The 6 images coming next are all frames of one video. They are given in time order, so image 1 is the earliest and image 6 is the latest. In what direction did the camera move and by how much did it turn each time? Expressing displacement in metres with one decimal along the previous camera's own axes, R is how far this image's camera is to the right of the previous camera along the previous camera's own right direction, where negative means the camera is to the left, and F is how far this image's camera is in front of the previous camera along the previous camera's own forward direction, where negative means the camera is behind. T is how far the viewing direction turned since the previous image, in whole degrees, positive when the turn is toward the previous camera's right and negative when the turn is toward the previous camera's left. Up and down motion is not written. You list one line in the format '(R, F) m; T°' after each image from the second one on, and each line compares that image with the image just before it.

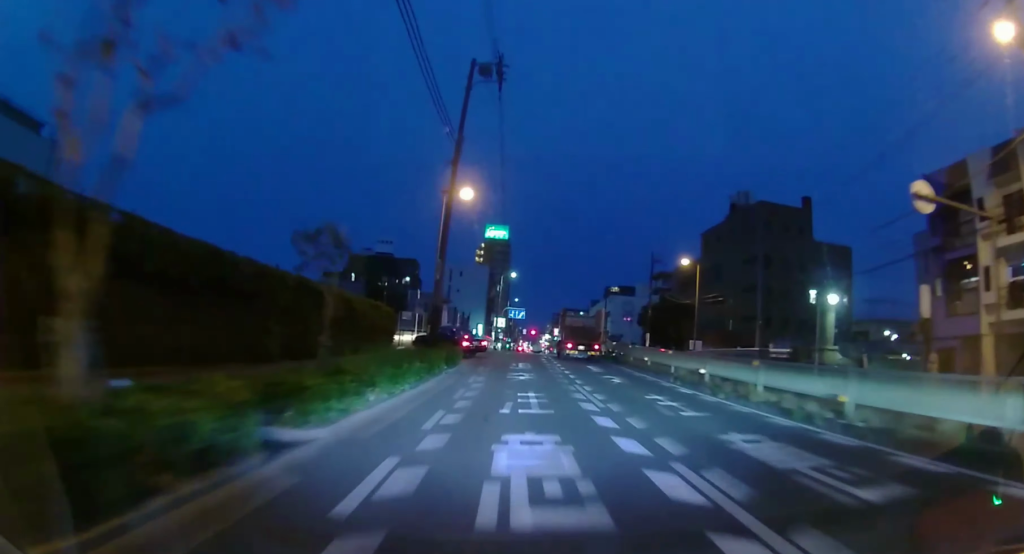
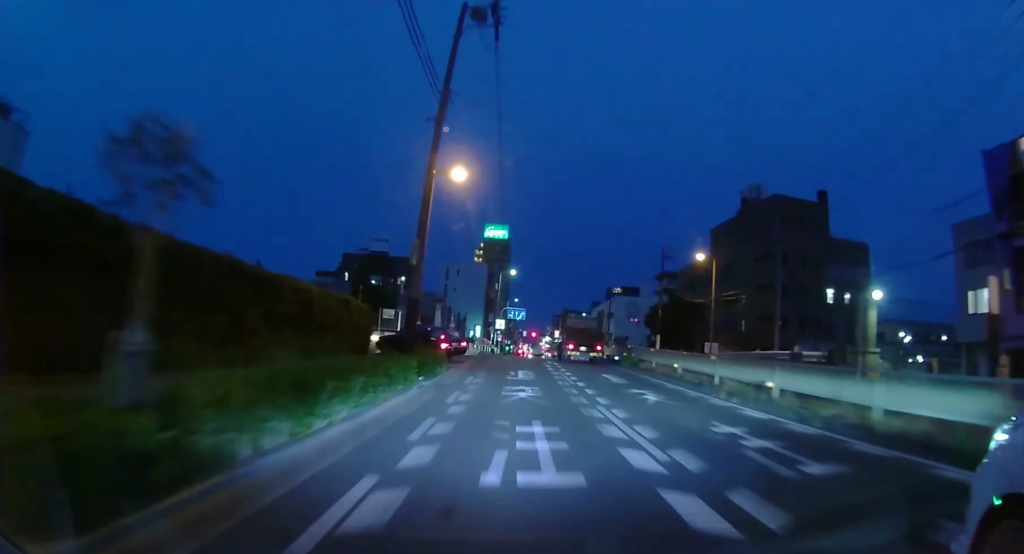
(0.0, +4.8) m; 0°
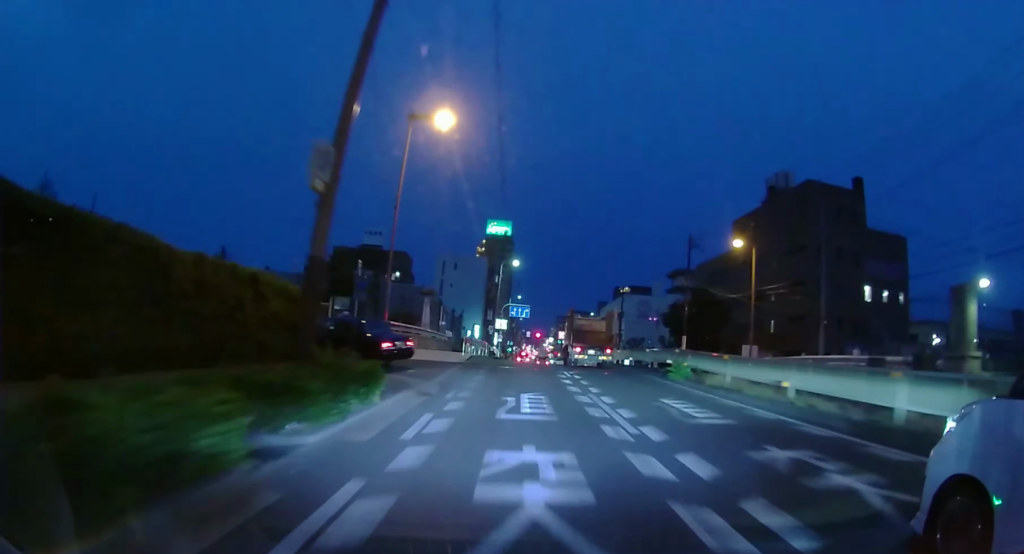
(0.0, +8.0) m; 0°
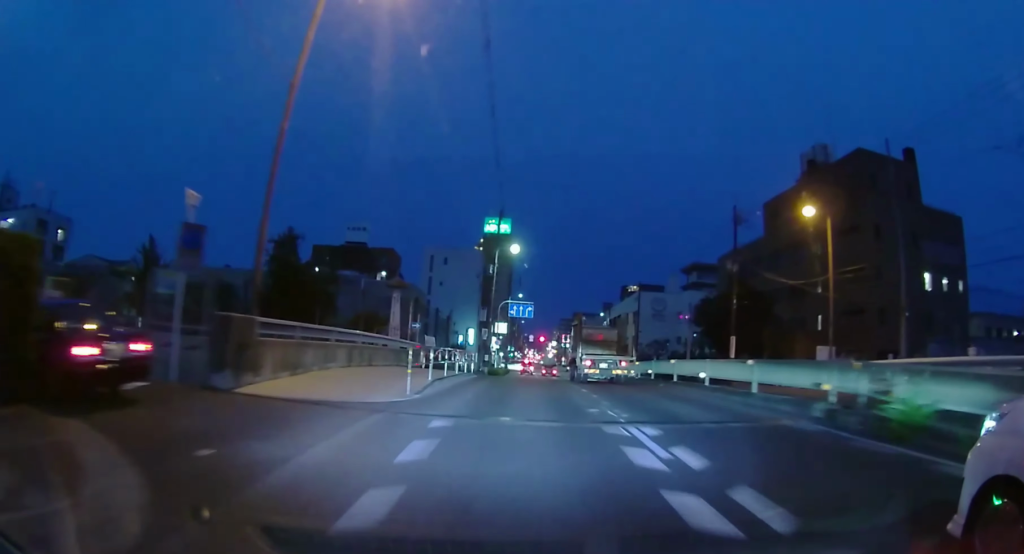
(0.0, +11.8) m; 0°
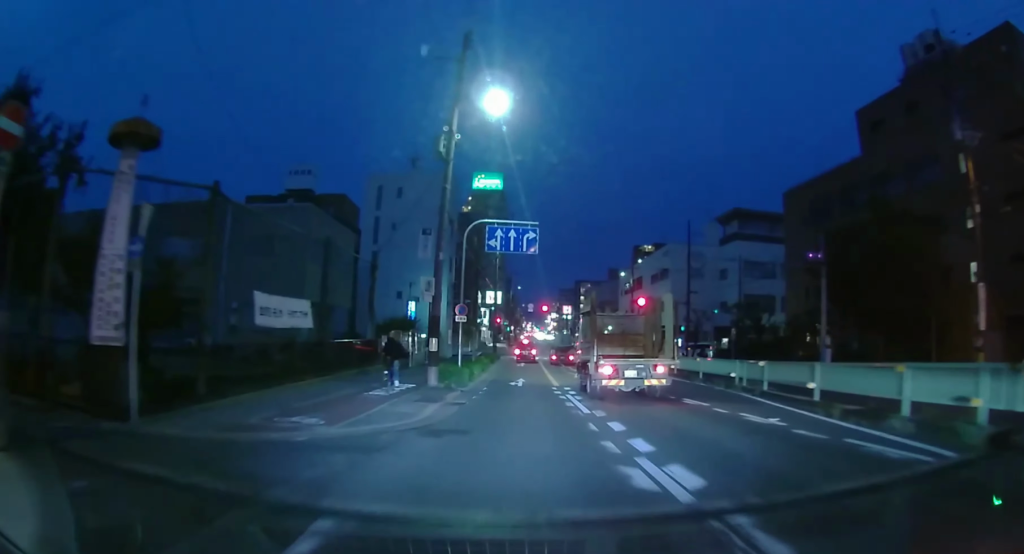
(+0.8, +26.5) m; +2°
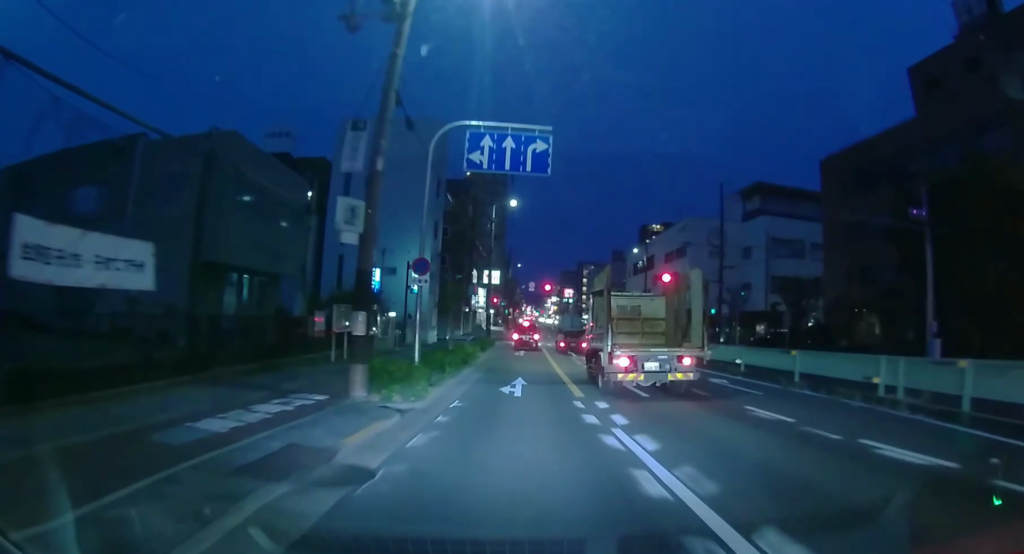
(0.0, +6.5) m; 0°
